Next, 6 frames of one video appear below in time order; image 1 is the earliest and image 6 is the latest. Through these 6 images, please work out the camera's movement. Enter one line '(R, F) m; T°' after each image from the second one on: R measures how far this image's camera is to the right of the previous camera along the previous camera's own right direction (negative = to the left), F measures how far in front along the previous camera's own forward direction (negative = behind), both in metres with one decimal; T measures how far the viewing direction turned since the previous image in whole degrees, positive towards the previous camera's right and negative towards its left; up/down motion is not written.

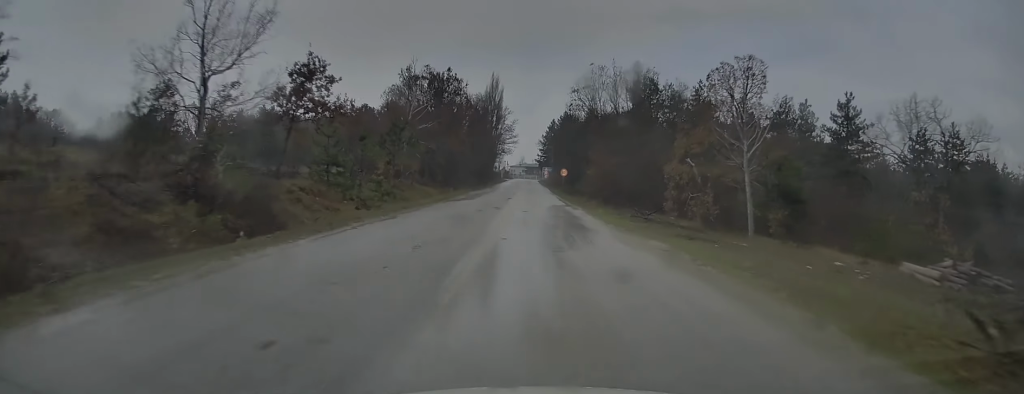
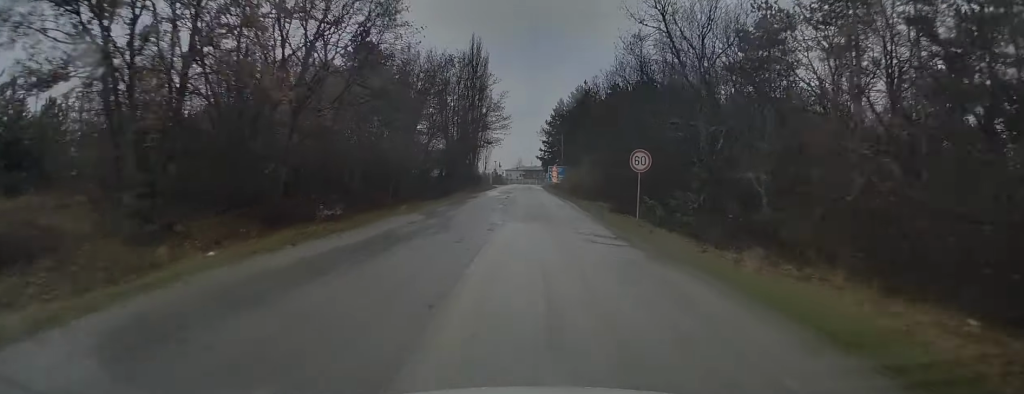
(+0.1, +44.6) m; +2°
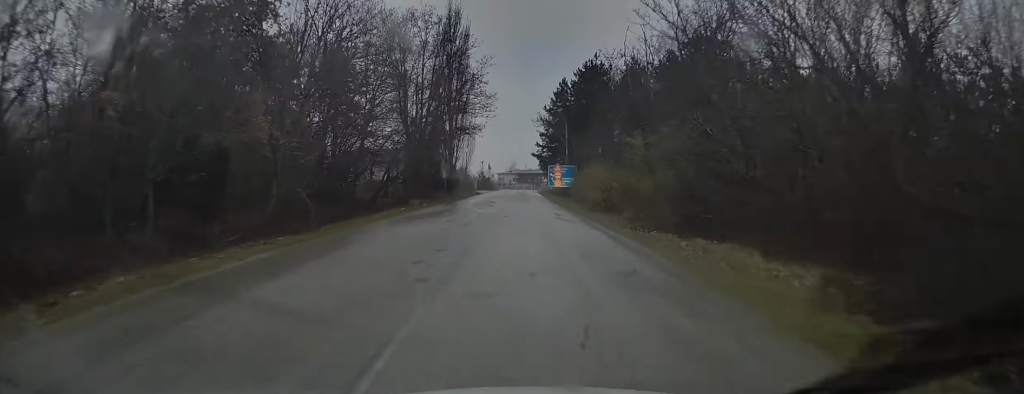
(+0.5, +23.7) m; +1°
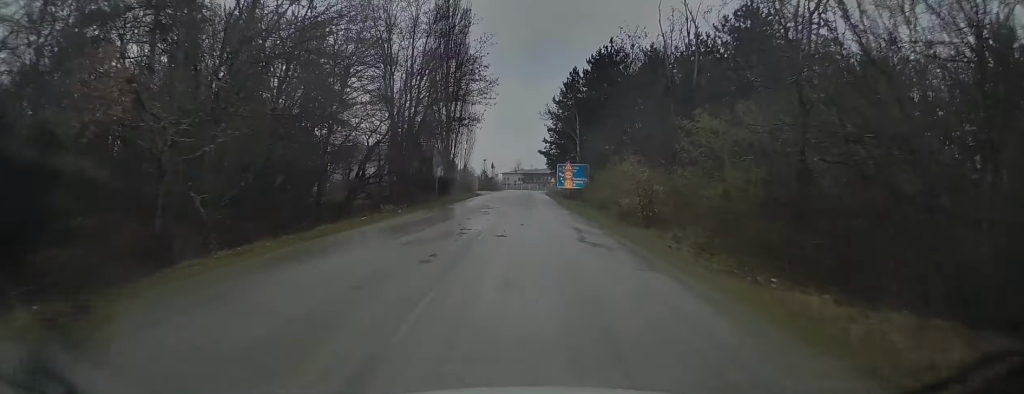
(0.0, +8.2) m; -1°
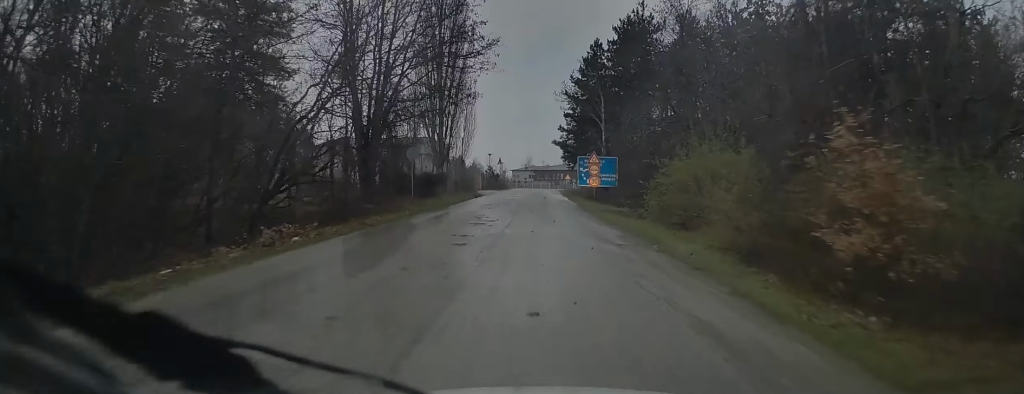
(-0.2, +13.3) m; -1°
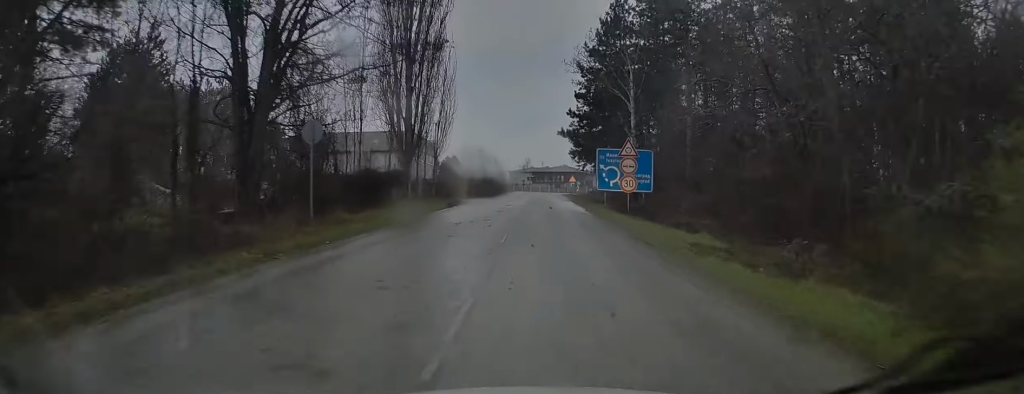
(0.0, +14.8) m; 0°
